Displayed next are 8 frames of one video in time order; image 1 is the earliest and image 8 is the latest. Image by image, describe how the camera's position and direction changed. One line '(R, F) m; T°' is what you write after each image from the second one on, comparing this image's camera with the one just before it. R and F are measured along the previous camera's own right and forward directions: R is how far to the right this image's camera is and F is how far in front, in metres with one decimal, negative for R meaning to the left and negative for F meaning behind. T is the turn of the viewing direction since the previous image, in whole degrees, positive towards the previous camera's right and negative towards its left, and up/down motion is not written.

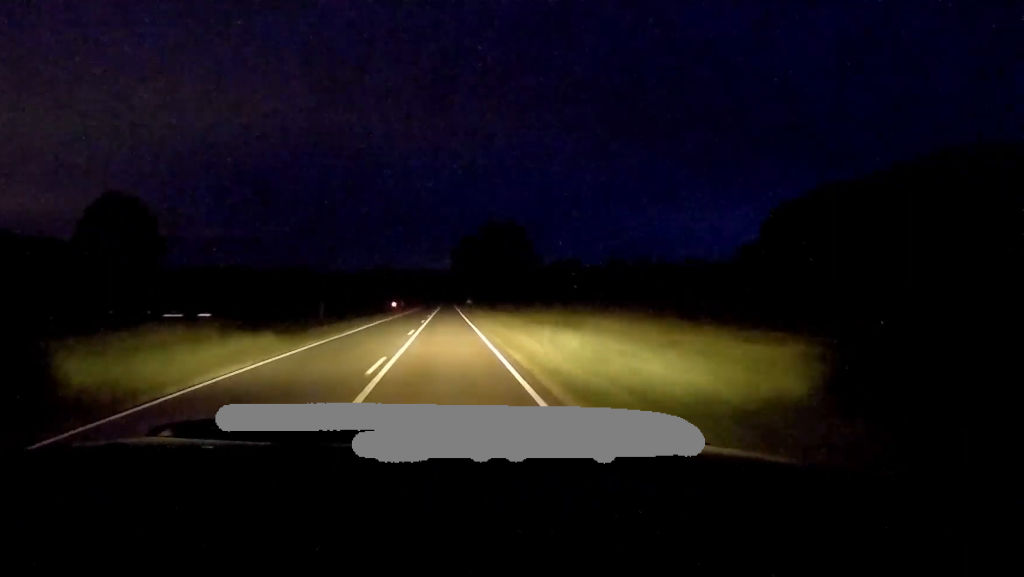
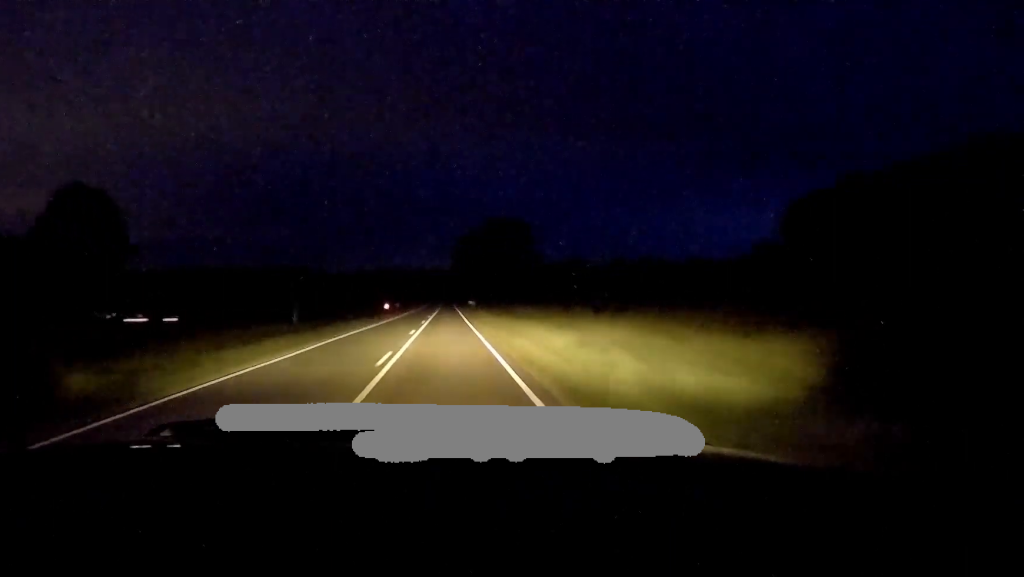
(+0.2, +10.6) m; 0°
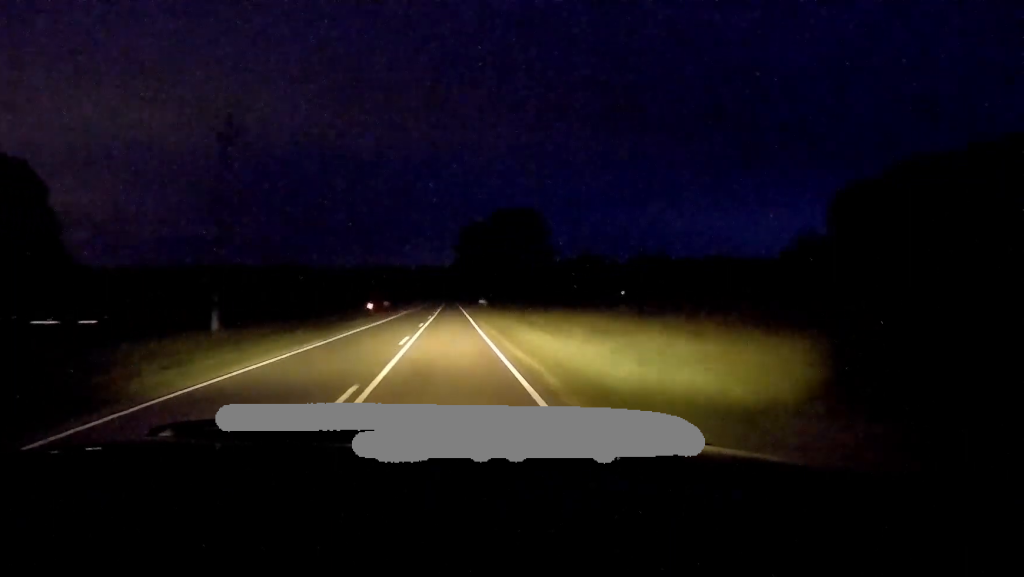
(+0.2, +18.8) m; 0°
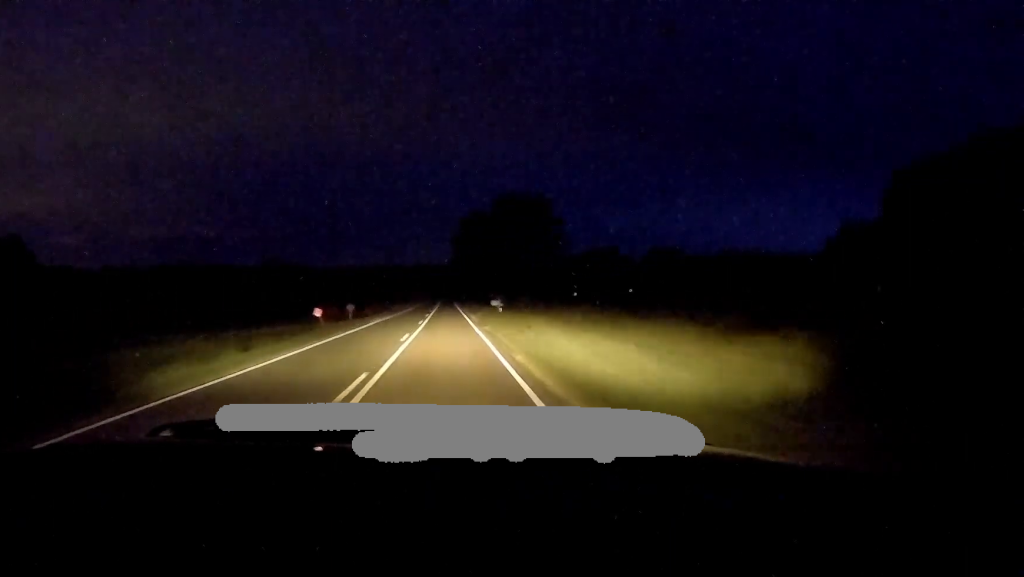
(-0.3, +22.0) m; 0°
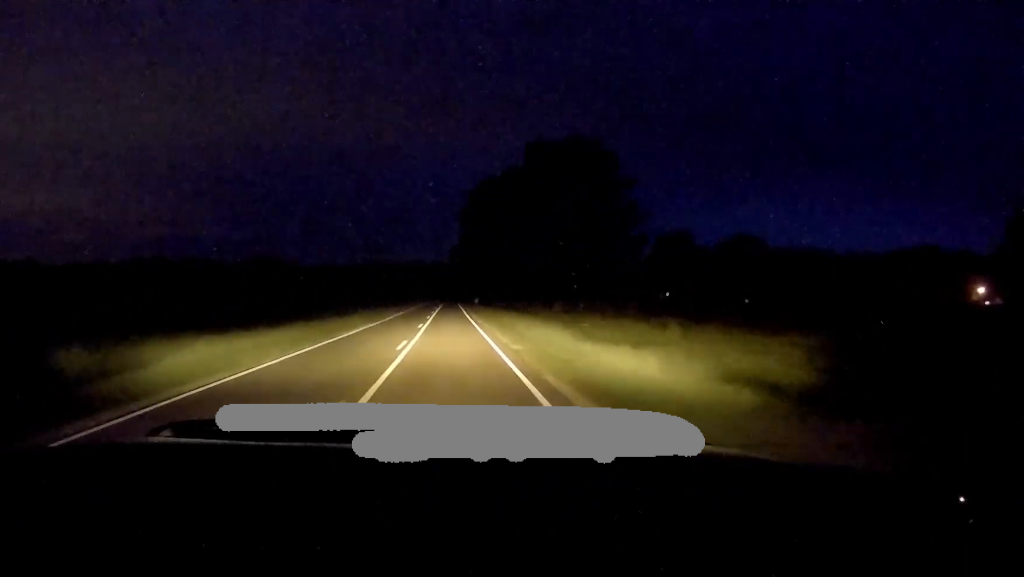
(+0.1, +52.9) m; 0°
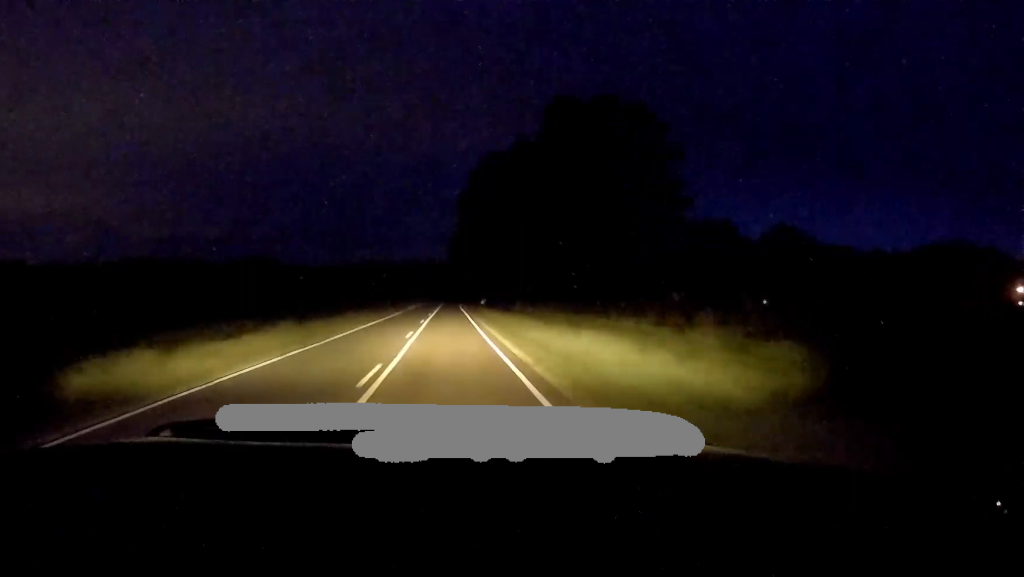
(+0.3, +20.4) m; 0°
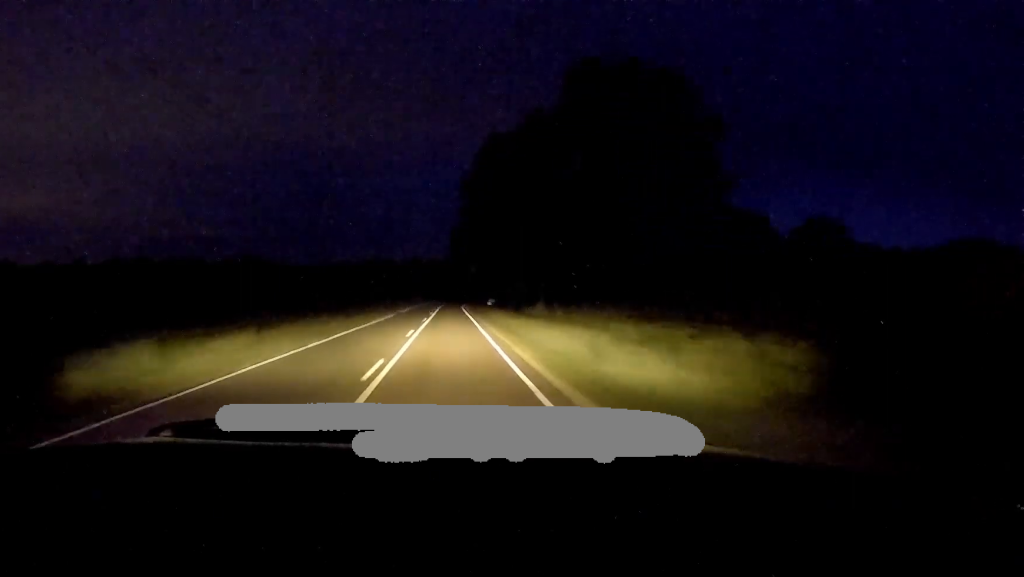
(-0.2, +11.3) m; 0°
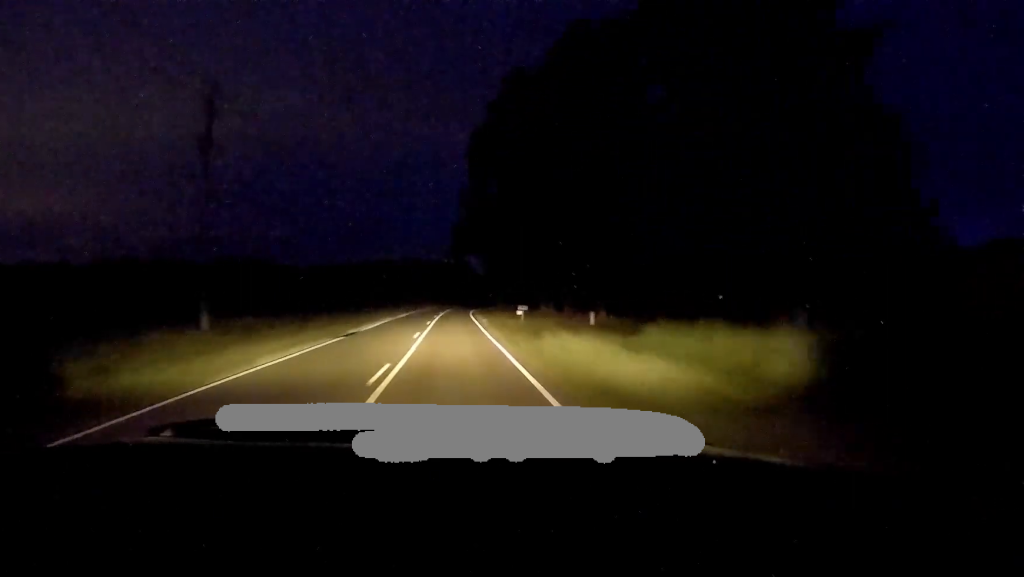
(0.0, +24.4) m; +1°
